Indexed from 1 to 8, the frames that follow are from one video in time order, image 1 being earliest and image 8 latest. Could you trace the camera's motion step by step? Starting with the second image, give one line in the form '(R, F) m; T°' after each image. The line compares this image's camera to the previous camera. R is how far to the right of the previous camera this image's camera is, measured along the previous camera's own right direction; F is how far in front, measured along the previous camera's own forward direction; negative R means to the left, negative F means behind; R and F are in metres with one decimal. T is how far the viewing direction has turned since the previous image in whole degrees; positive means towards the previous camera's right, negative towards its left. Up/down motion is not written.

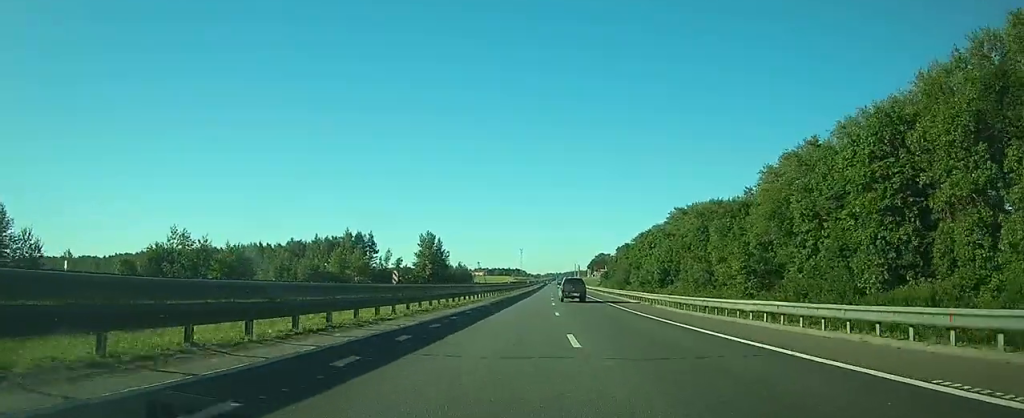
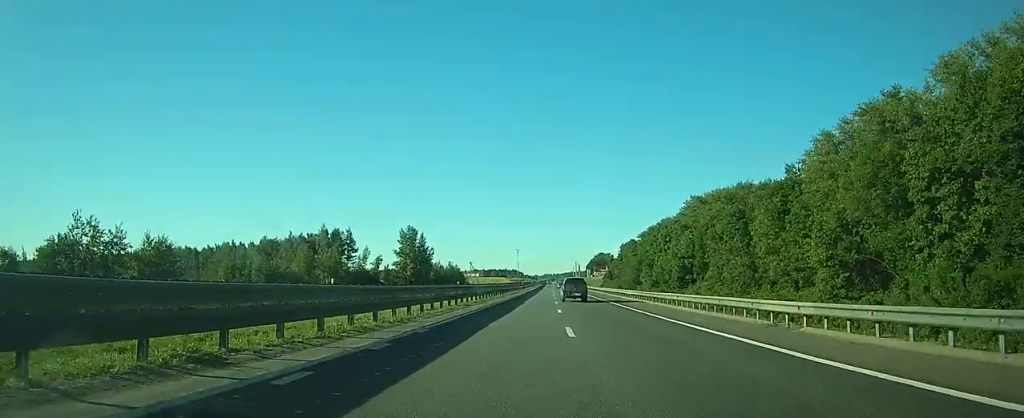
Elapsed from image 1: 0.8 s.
(0.0, +21.7) m; 0°
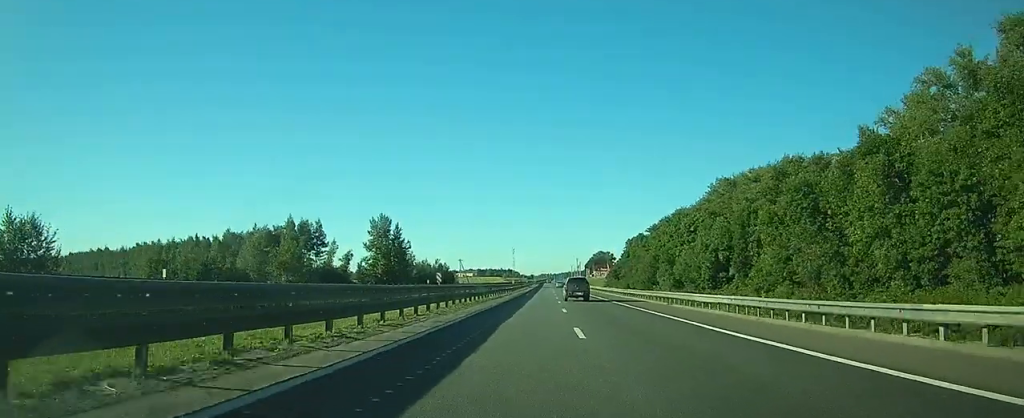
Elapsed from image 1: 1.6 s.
(0.0, +24.6) m; 0°
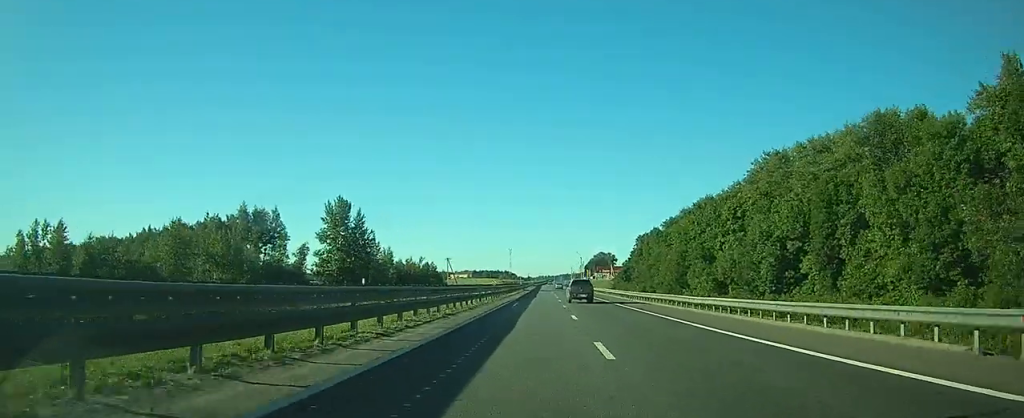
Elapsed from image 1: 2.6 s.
(+0.1, +27.5) m; 0°
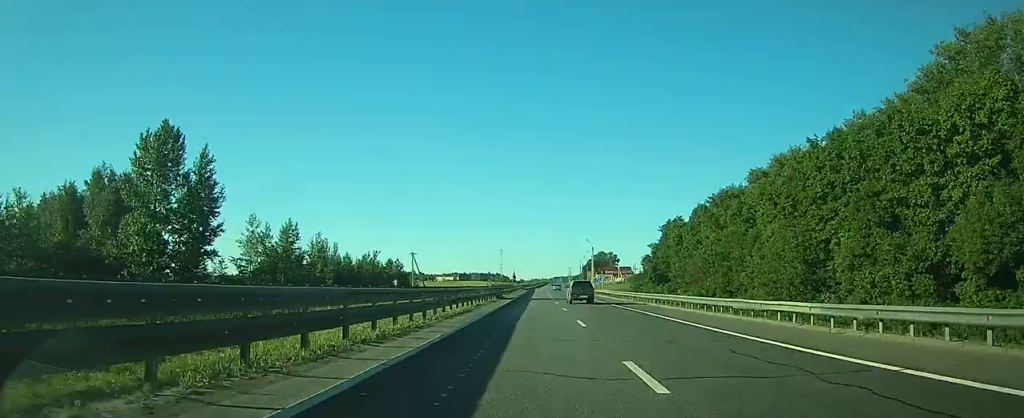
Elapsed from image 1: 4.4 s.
(+0.3, +51.3) m; +1°
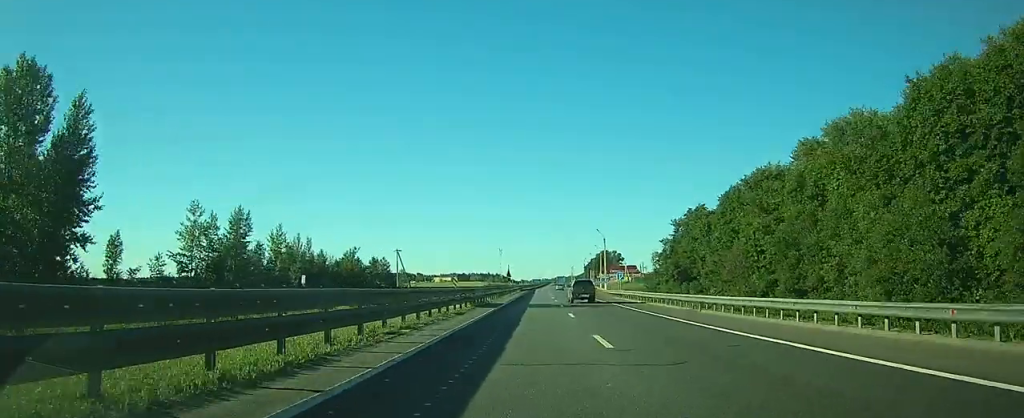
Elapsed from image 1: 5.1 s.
(0.0, +19.1) m; 0°
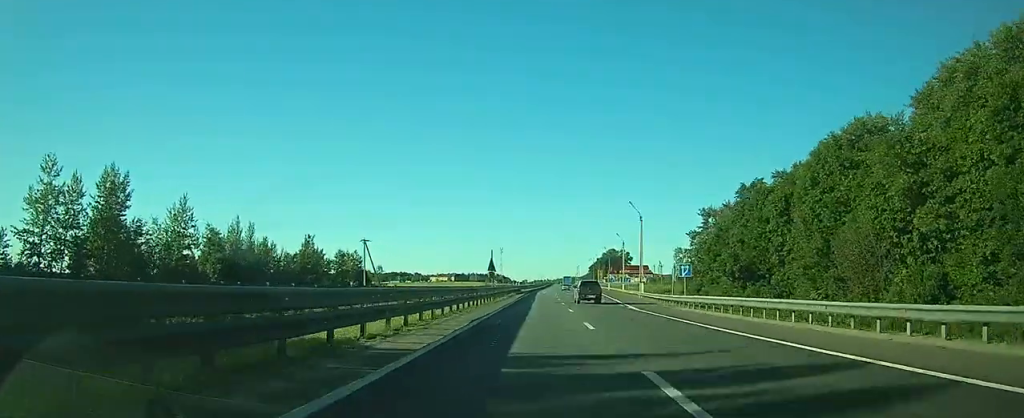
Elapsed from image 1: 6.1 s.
(0.0, +30.5) m; 0°
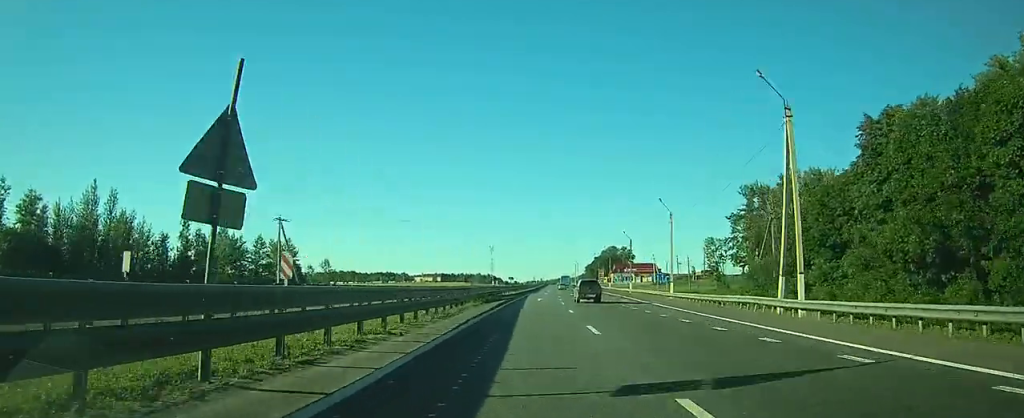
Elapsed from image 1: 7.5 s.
(+0.1, +38.2) m; +1°
